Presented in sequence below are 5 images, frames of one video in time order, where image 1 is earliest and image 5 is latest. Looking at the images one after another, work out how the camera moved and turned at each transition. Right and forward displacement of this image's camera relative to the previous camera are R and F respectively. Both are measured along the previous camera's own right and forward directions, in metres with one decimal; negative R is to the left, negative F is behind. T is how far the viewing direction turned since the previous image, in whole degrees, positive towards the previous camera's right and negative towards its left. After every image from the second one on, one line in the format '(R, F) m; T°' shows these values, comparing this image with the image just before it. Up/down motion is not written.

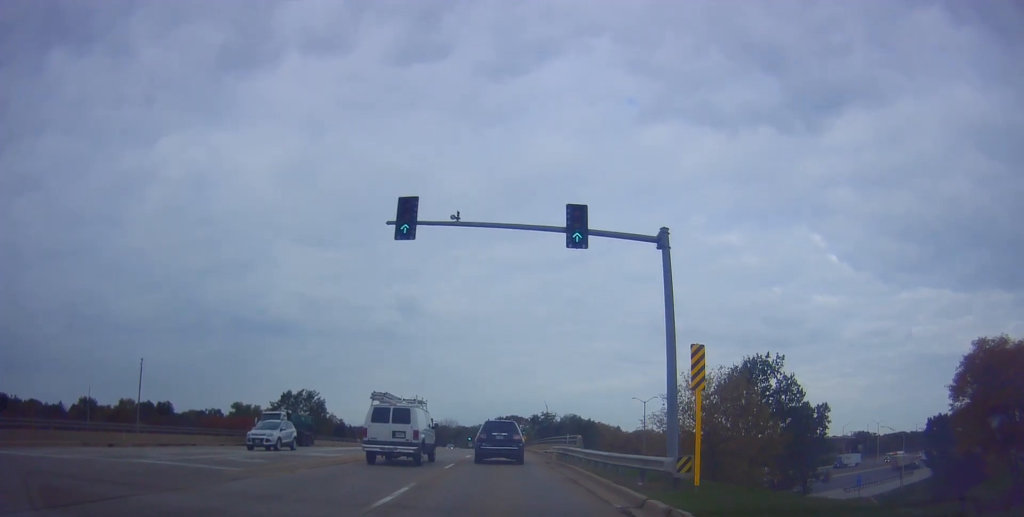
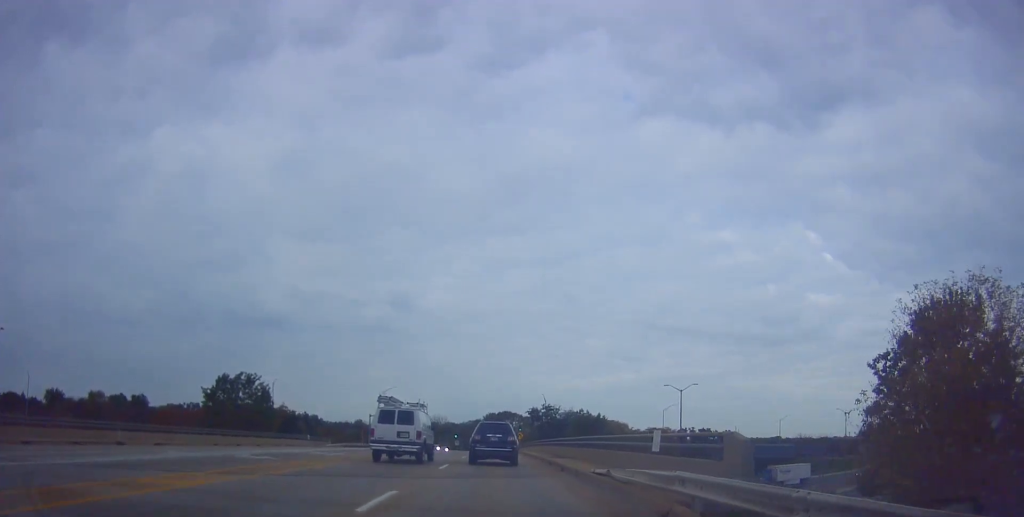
(+0.1, +21.0) m; 0°
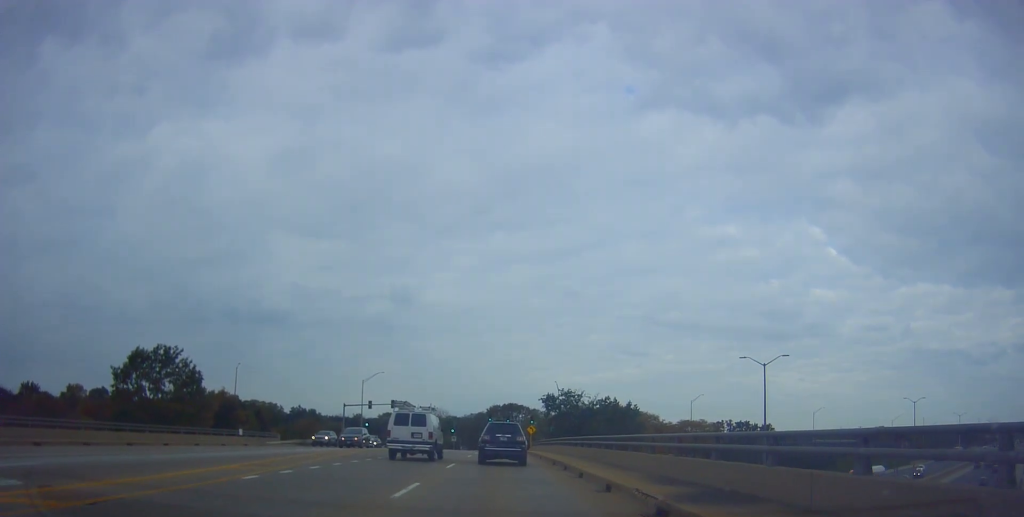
(+0.2, +21.7) m; 0°
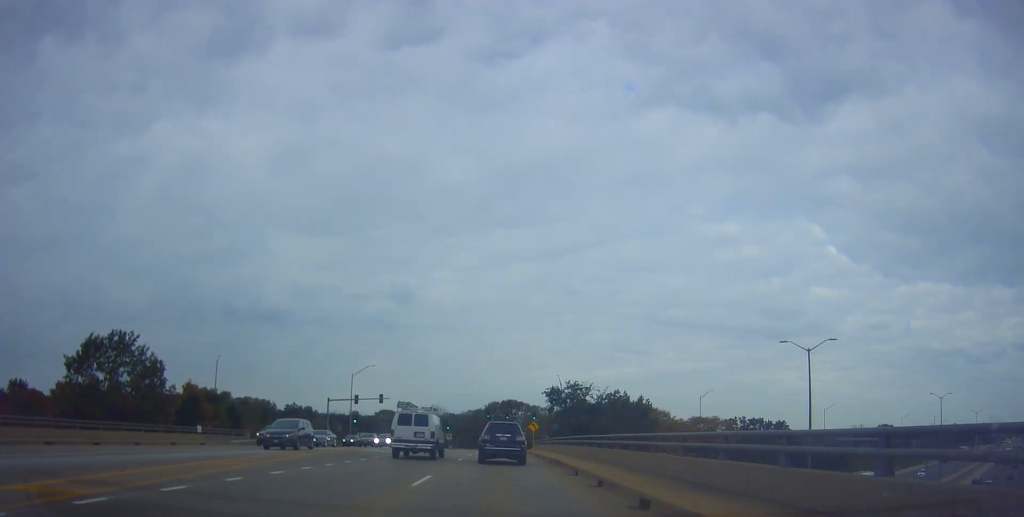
(0.0, +8.0) m; 0°
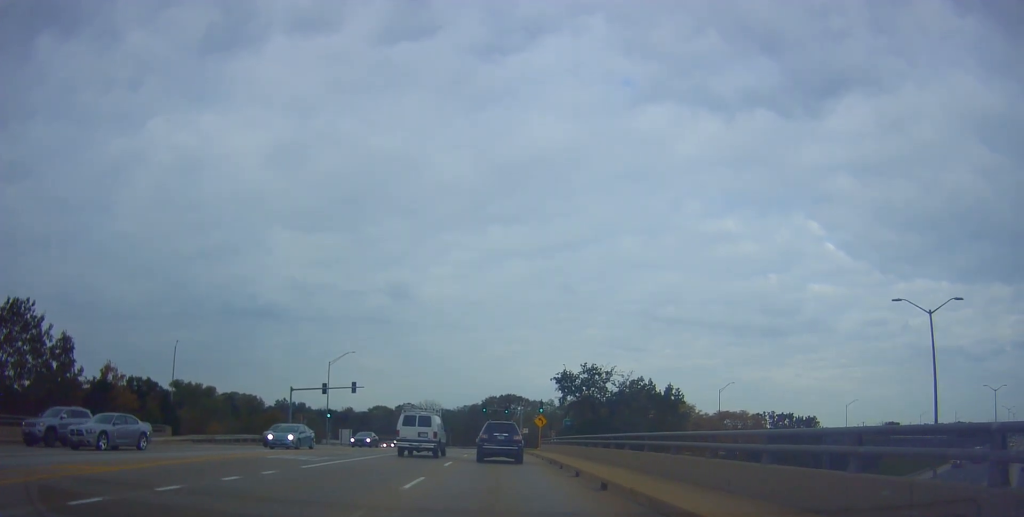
(+0.2, +14.6) m; 0°
